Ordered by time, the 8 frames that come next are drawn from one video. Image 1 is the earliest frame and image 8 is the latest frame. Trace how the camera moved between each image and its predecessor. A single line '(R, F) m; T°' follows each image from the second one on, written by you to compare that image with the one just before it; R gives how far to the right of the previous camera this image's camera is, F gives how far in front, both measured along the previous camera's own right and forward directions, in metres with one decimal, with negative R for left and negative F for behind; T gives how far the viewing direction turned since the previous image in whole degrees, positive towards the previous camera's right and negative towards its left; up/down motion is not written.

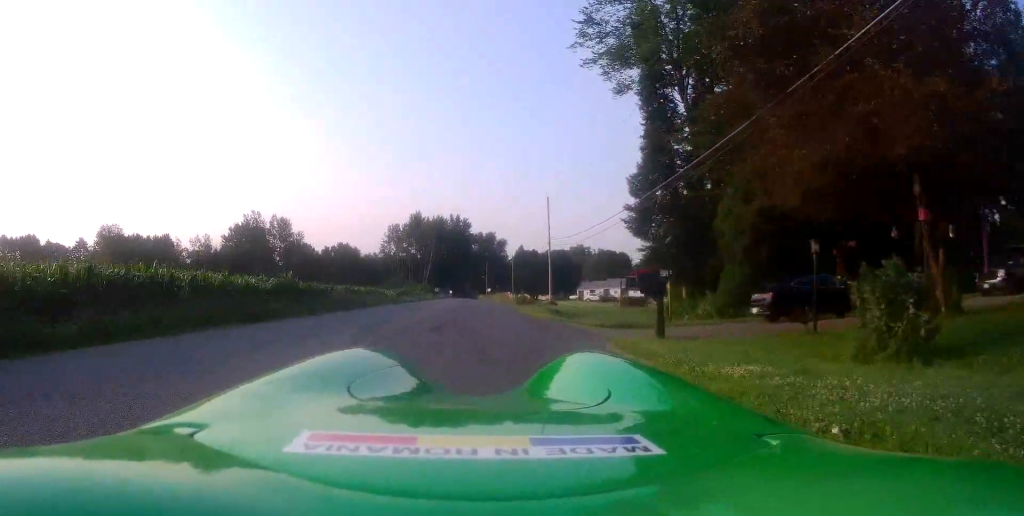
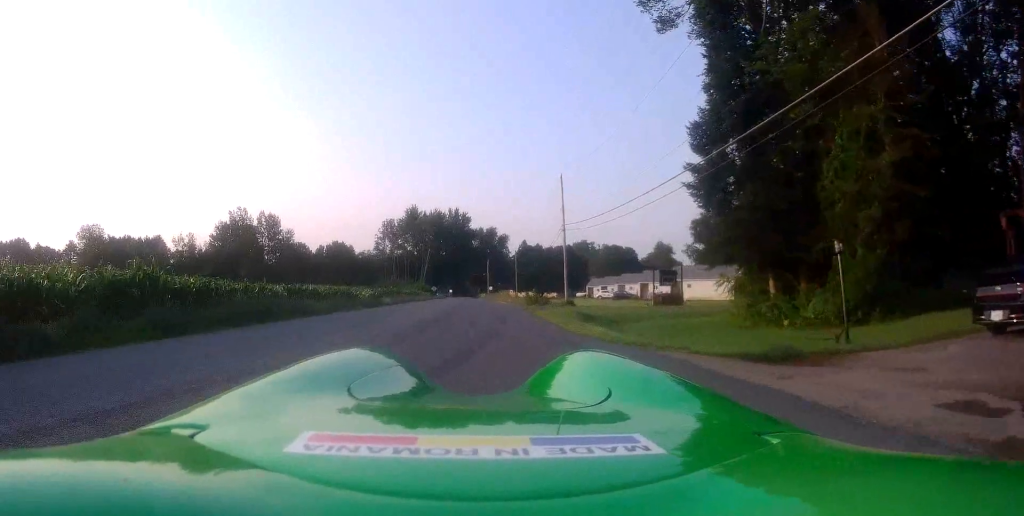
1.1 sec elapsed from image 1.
(-0.1, +9.7) m; -1°
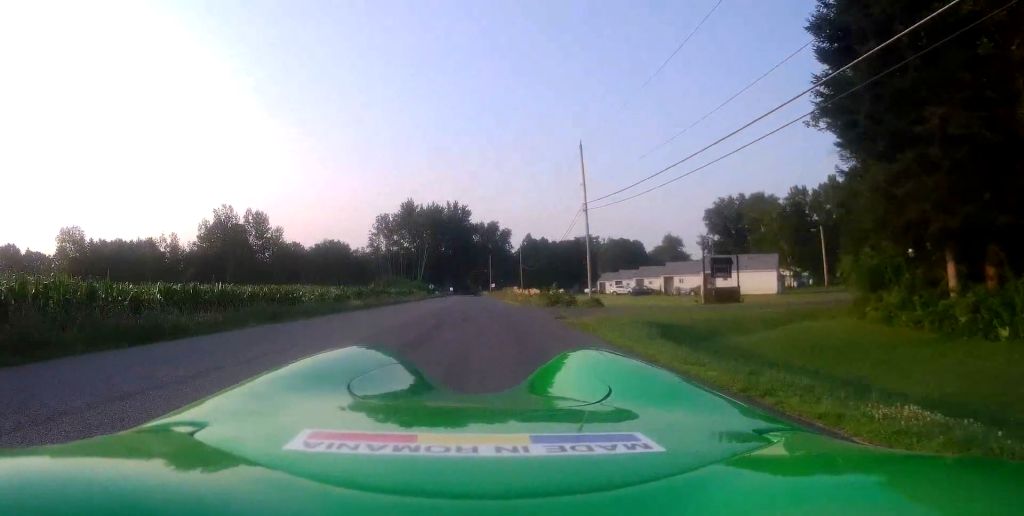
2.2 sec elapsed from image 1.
(-0.1, +9.5) m; -2°
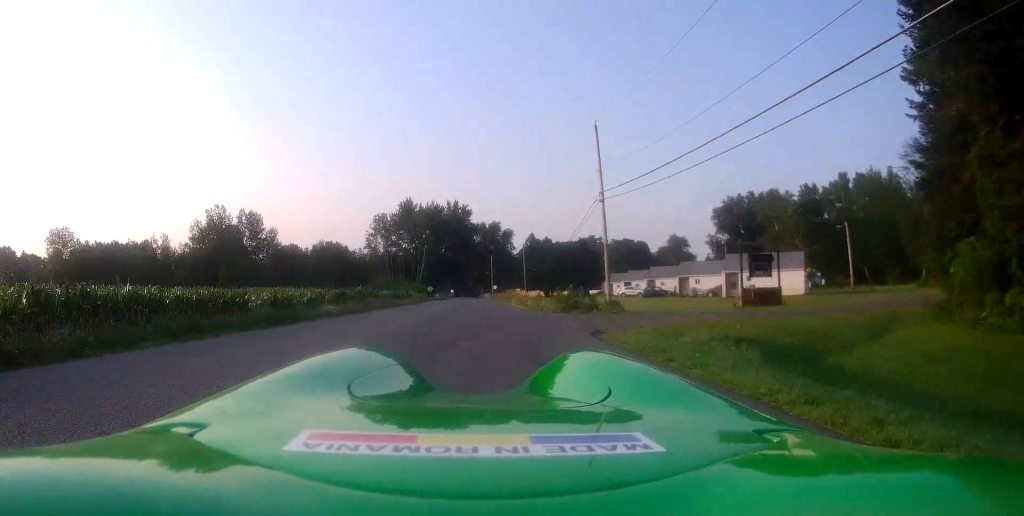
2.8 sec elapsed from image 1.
(-0.1, +5.1) m; -1°
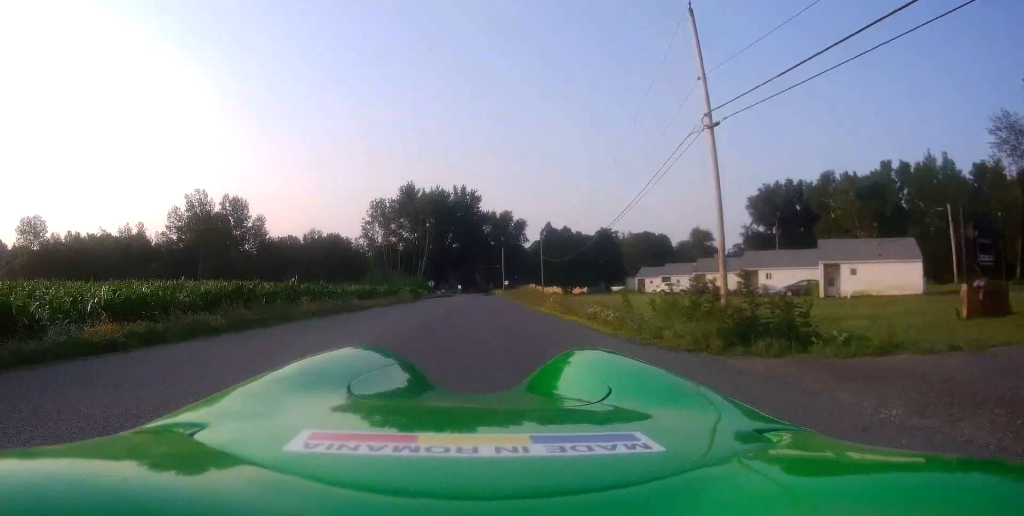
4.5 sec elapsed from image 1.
(-0.4, +15.1) m; -1°
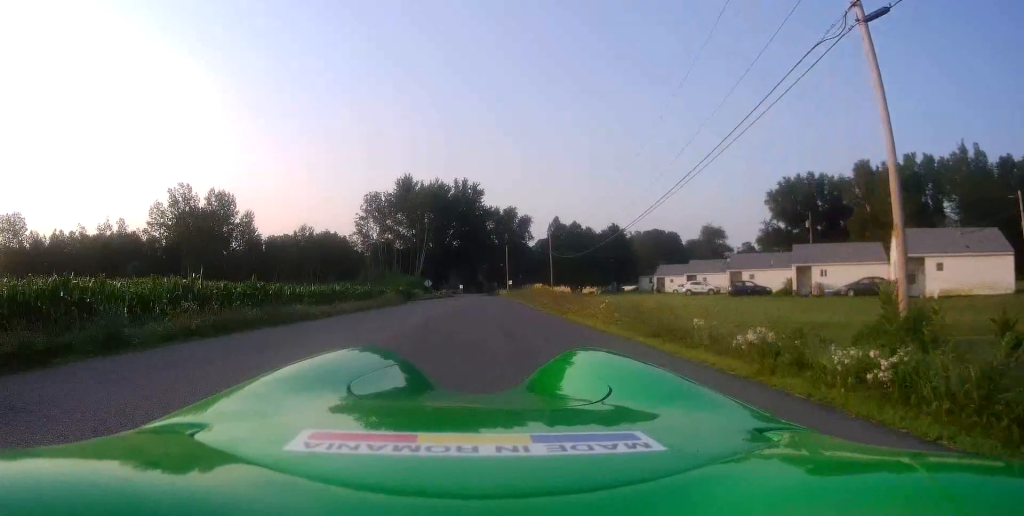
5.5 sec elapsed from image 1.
(+0.1, +8.6) m; +2°
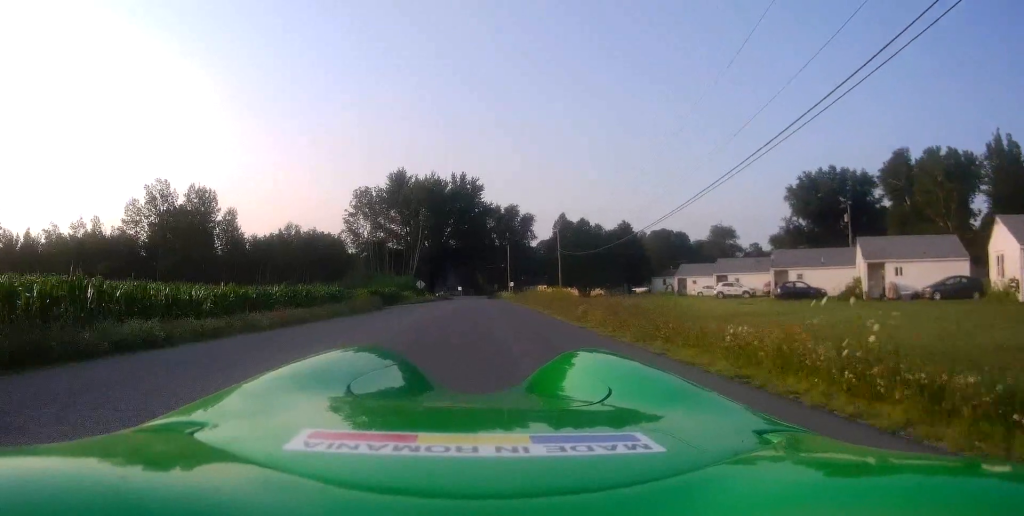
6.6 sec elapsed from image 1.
(+0.1, +9.5) m; -2°
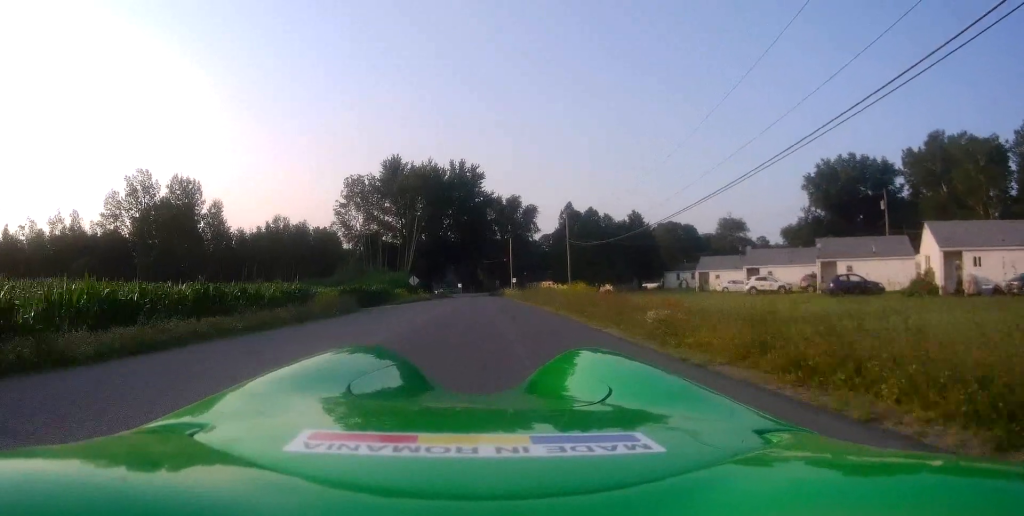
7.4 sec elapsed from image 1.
(-0.4, +7.1) m; 0°
